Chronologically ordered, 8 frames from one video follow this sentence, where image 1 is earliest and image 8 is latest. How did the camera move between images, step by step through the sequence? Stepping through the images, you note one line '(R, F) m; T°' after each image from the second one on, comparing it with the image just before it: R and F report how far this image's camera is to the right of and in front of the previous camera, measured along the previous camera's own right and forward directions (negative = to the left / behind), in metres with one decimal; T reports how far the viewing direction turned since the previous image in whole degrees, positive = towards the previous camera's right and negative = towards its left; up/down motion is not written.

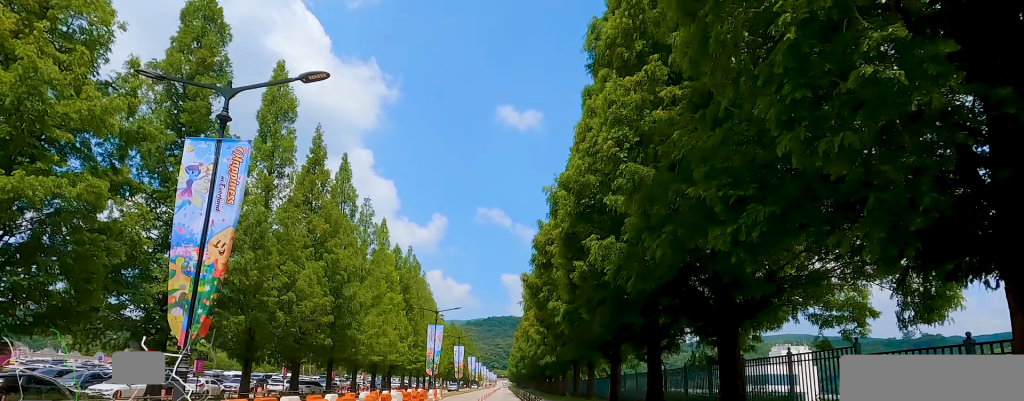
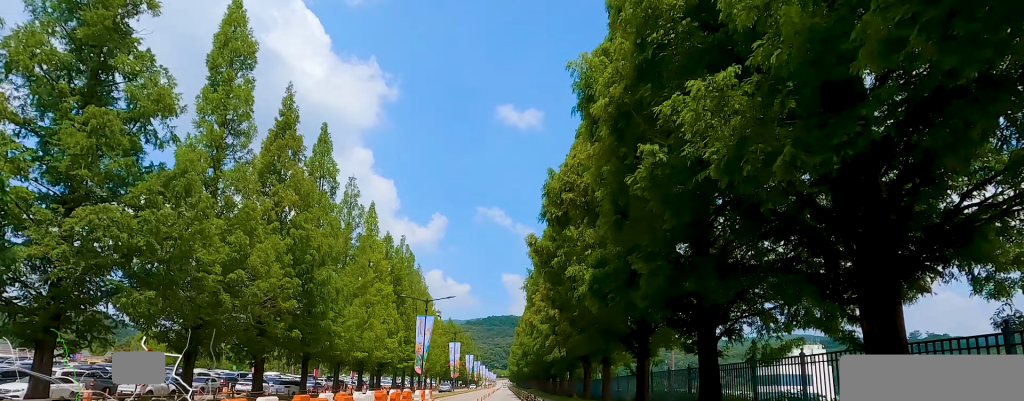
(+0.1, +6.7) m; +1°
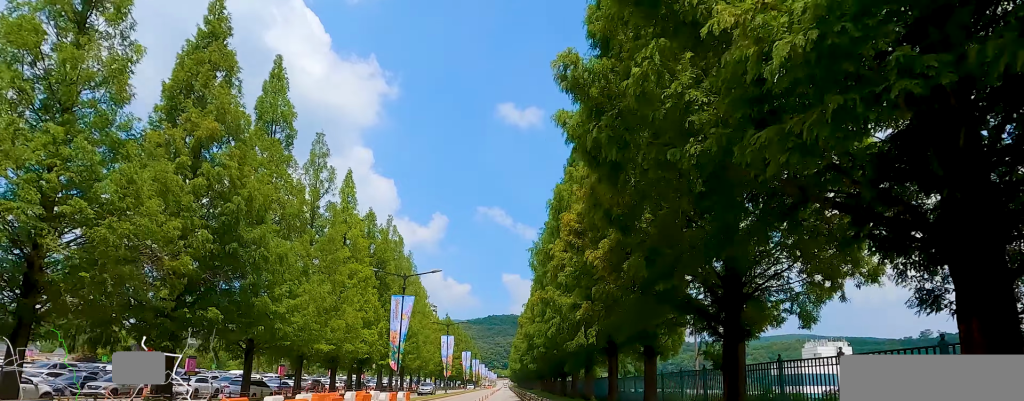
(0.0, +10.4) m; 0°
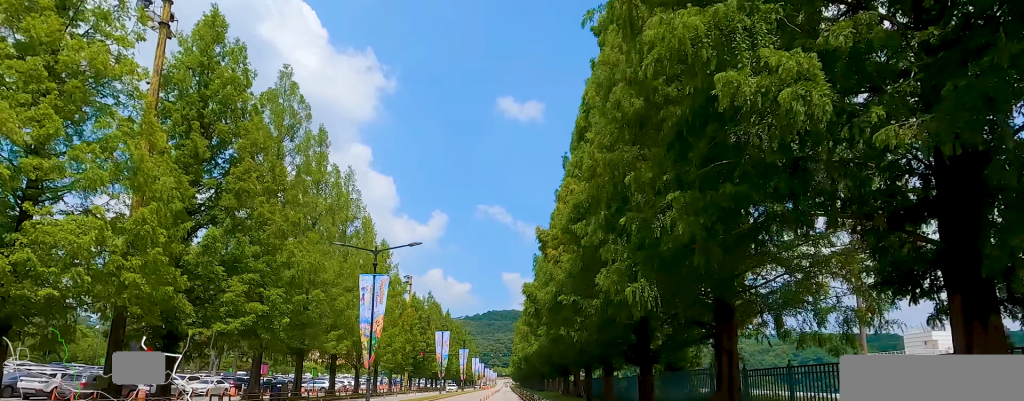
(-1.9, +36.3) m; -2°
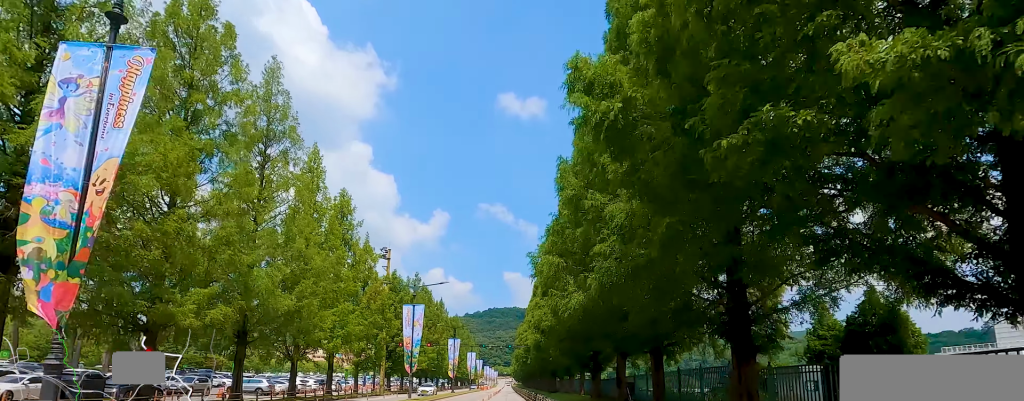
(+0.8, +19.6) m; +2°
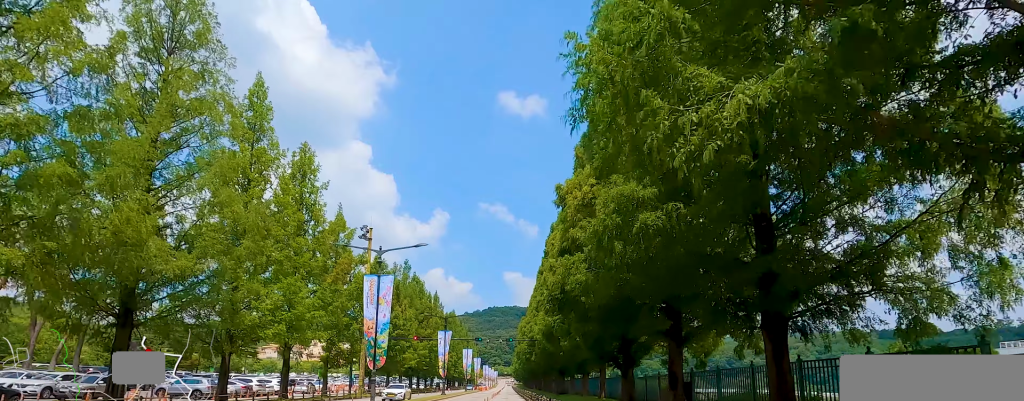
(0.0, +10.6) m; 0°
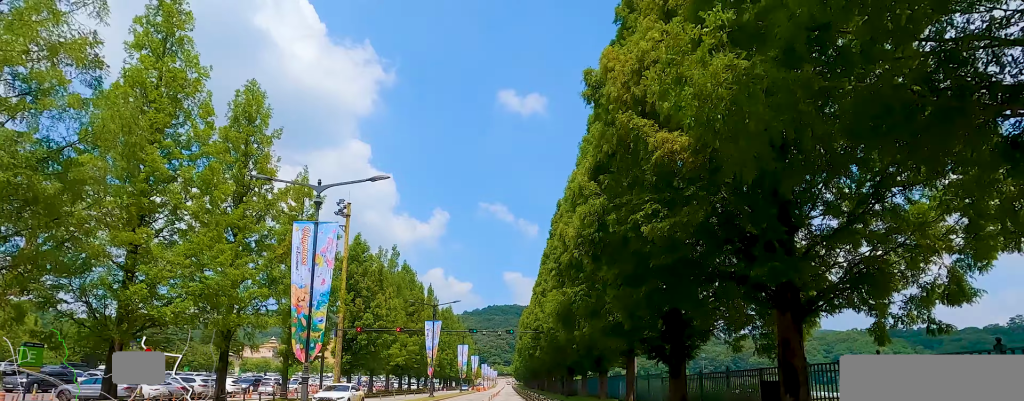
(0.0, +9.1) m; 0°
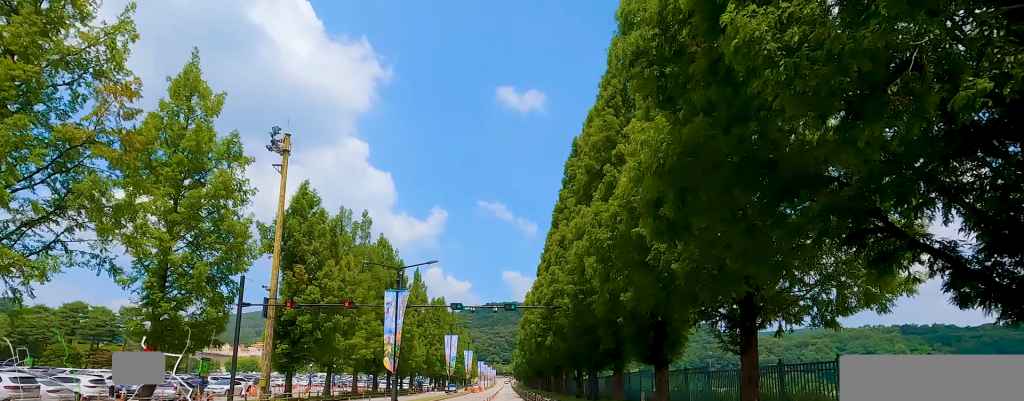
(-0.3, +15.7) m; -3°
